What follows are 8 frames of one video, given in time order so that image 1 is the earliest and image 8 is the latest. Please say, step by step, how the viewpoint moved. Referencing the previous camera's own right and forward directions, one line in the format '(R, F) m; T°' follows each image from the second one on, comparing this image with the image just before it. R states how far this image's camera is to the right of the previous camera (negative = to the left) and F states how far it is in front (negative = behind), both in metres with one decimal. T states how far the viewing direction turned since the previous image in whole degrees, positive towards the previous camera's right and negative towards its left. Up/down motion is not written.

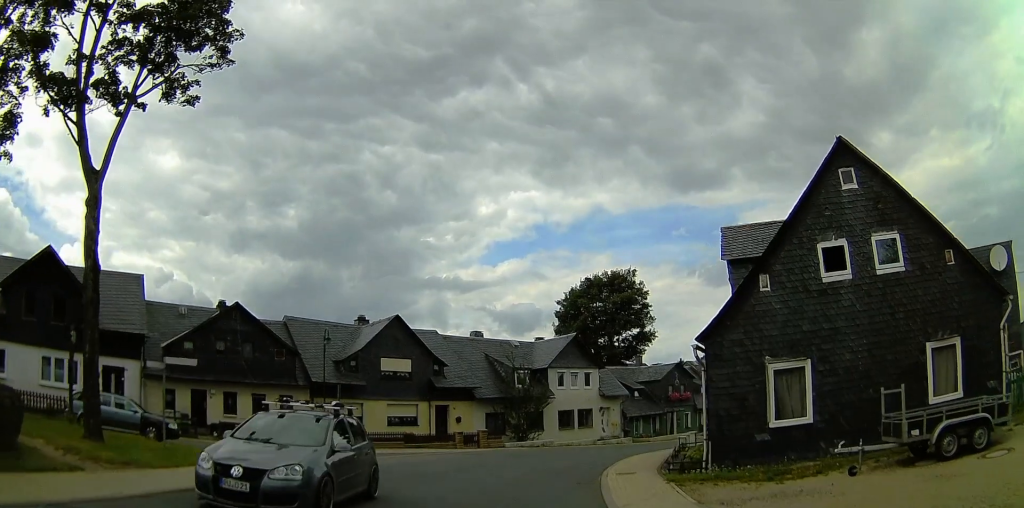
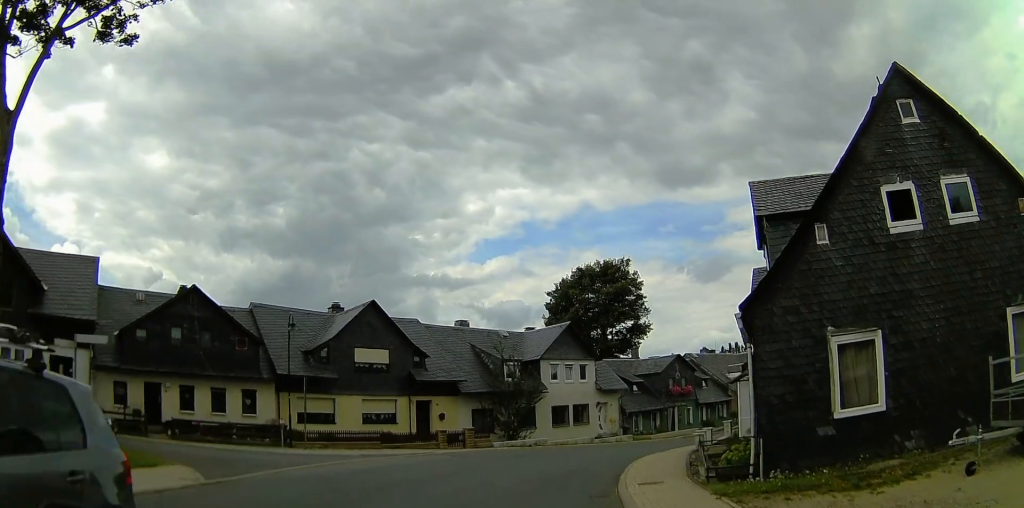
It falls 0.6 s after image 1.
(-0.1, +3.3) m; -1°
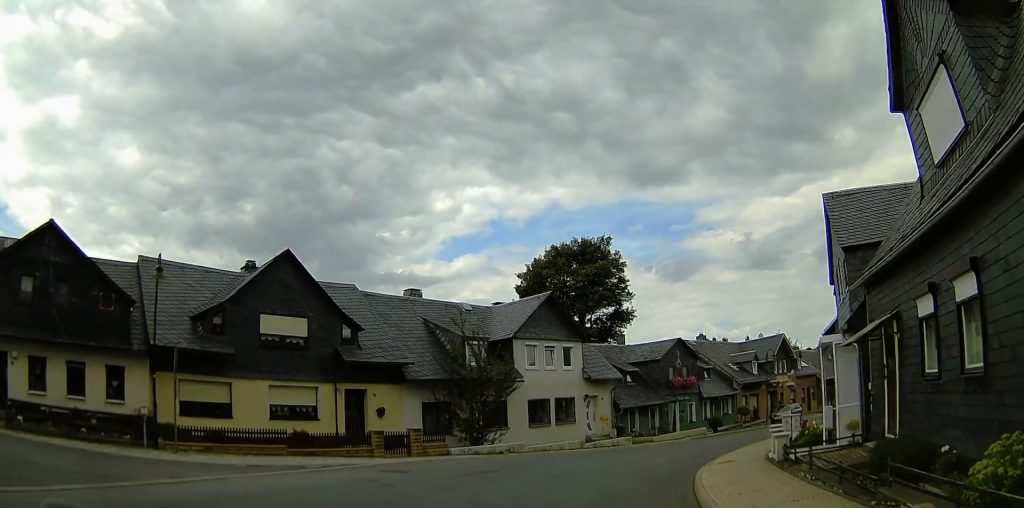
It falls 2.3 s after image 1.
(-0.2, +8.0) m; -3°
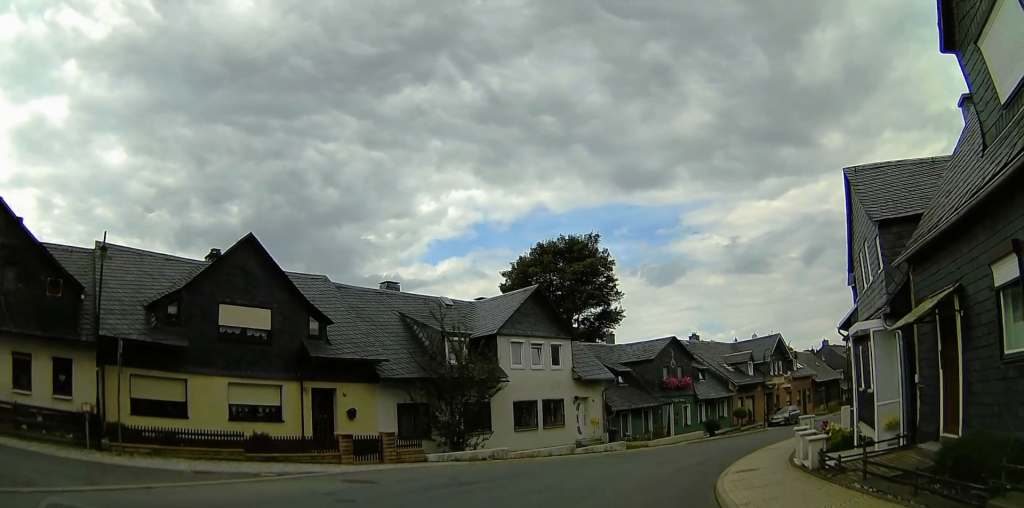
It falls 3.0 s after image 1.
(-0.1, +2.5) m; -2°
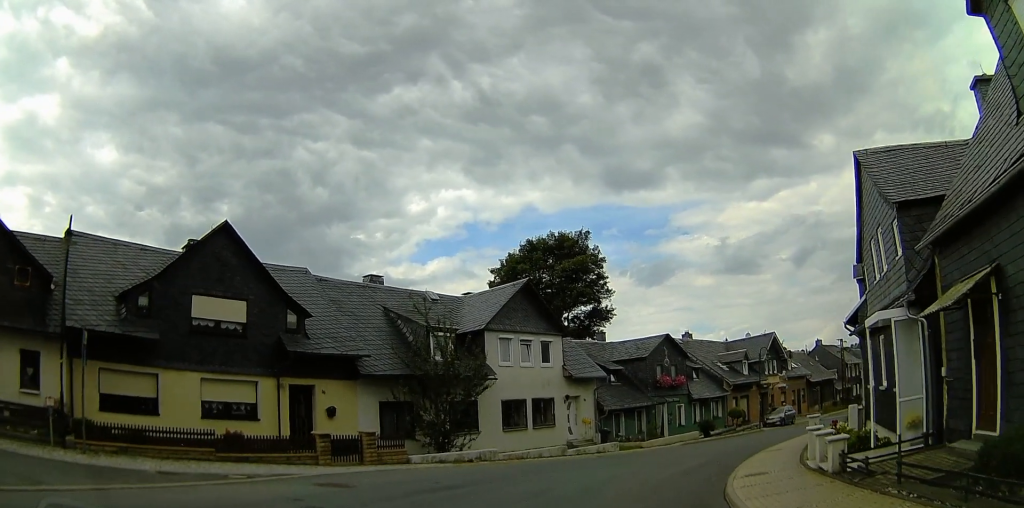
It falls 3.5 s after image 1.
(0.0, +1.4) m; 0°
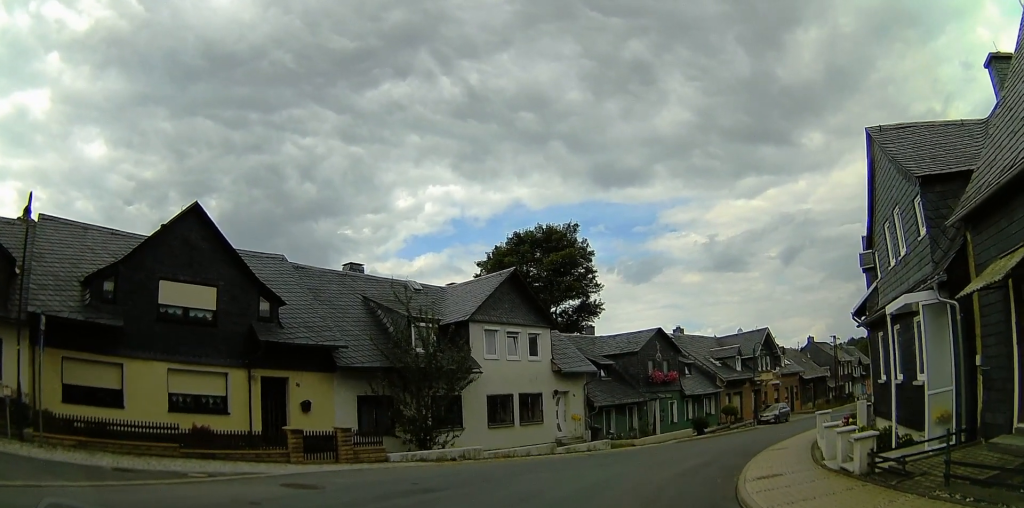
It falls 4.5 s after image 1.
(0.0, +2.1) m; +3°
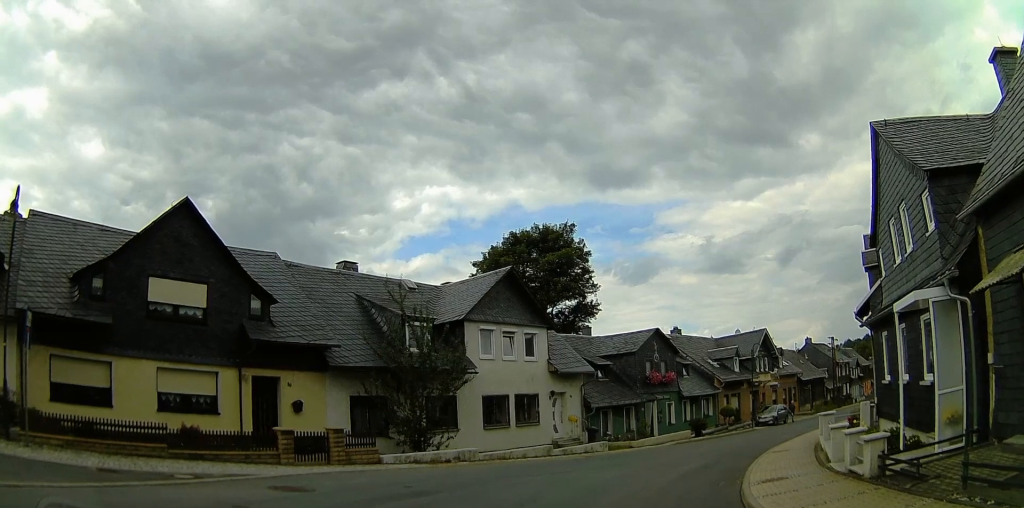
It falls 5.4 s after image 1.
(0.0, +1.2) m; +4°
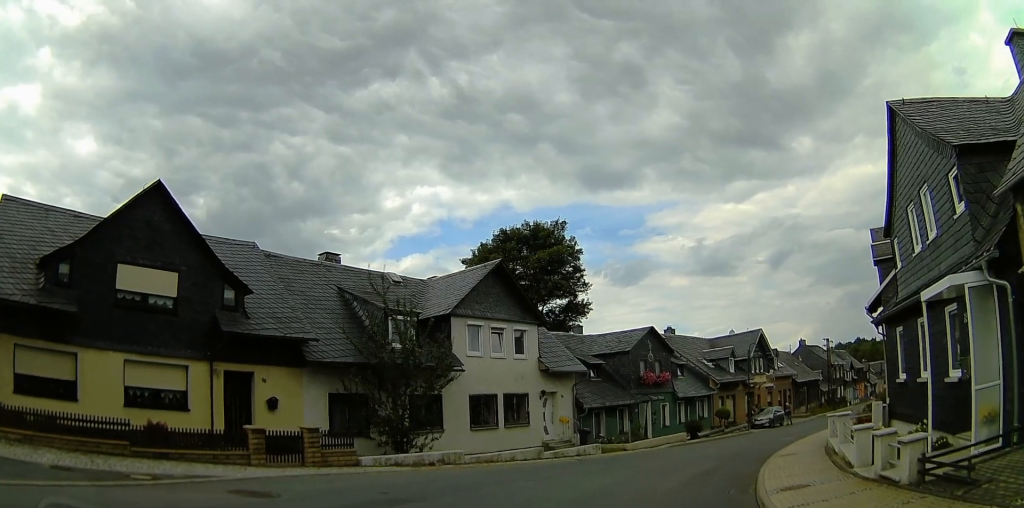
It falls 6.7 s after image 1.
(+0.1, +1.8) m; +5°
